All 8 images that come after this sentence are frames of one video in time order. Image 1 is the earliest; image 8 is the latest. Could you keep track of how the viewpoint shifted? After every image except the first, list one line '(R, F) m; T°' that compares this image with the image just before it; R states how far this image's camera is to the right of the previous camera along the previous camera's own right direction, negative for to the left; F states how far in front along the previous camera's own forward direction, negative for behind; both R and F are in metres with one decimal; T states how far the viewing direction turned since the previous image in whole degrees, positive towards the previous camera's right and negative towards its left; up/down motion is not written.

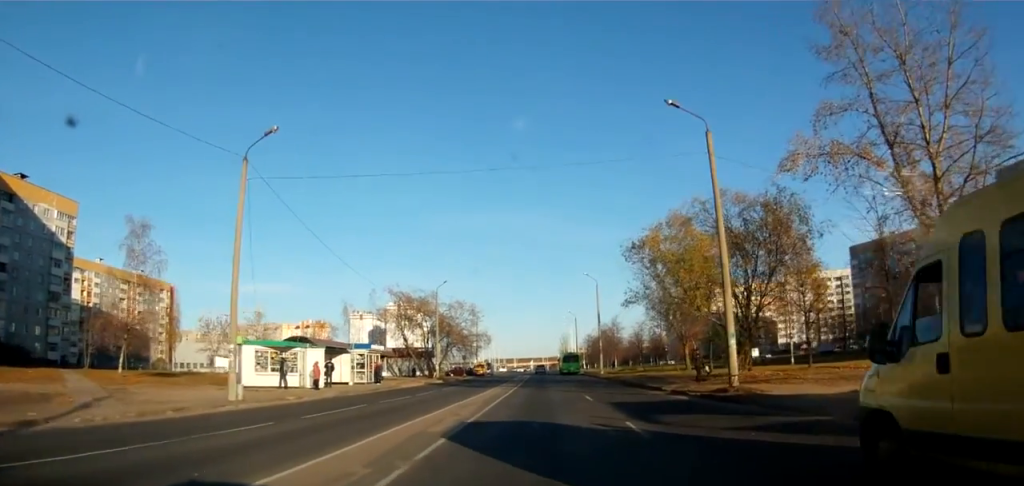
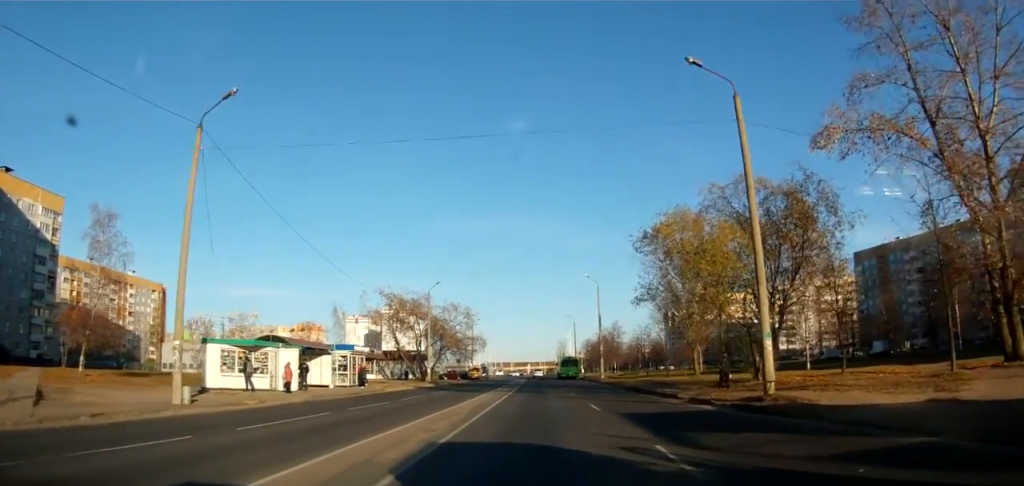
(-0.1, +3.4) m; +2°
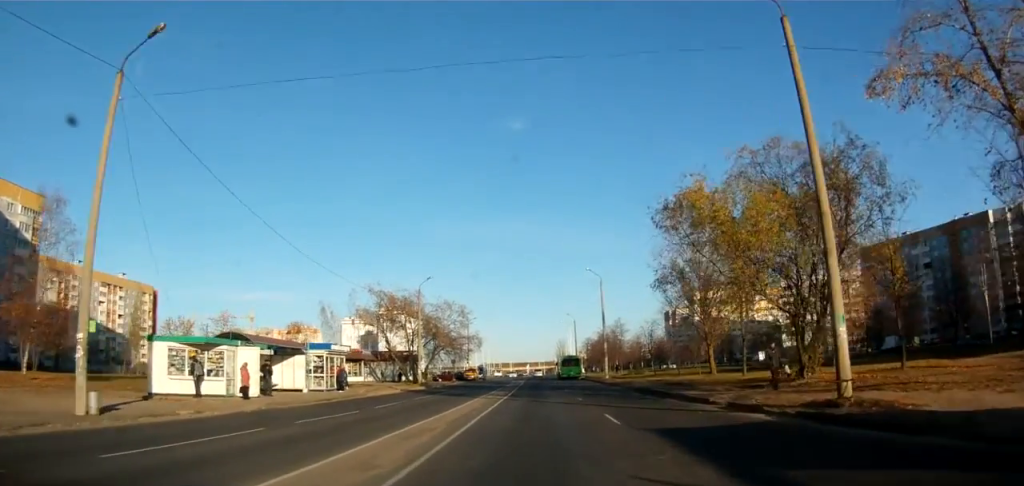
(+0.4, +4.7) m; +1°
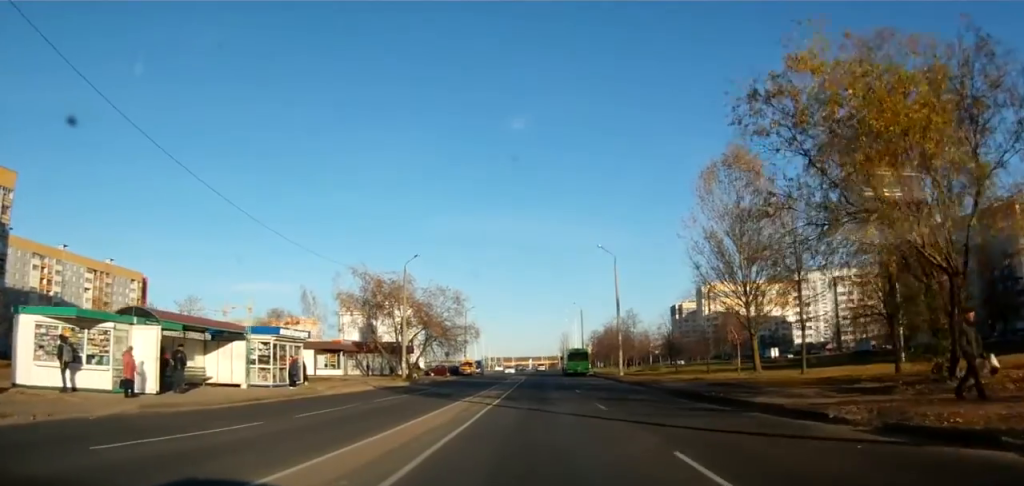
(-0.3, +8.5) m; -2°
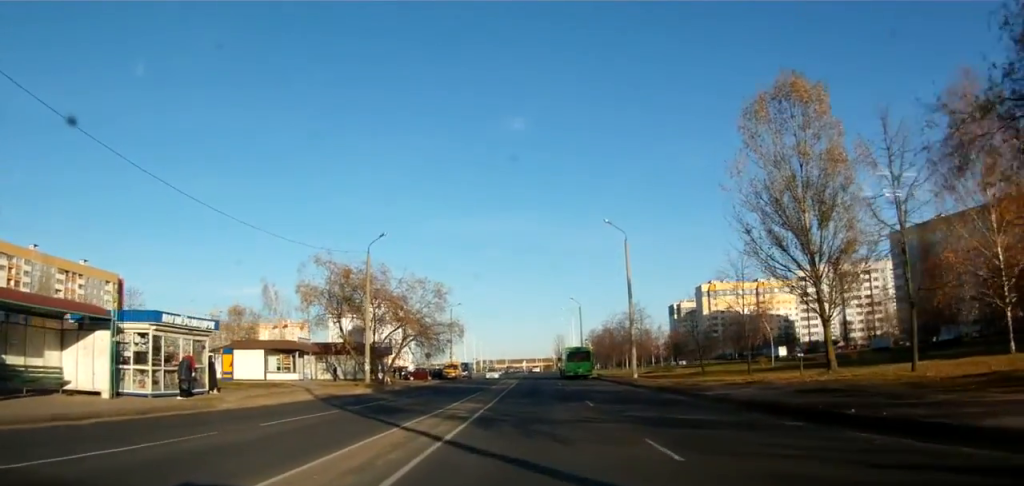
(0.0, +10.4) m; +1°
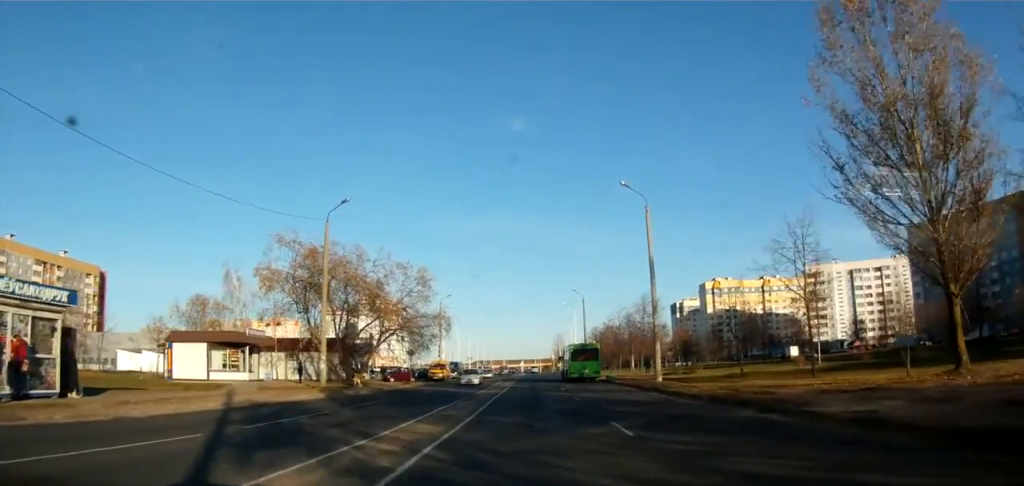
(0.0, +9.0) m; +1°
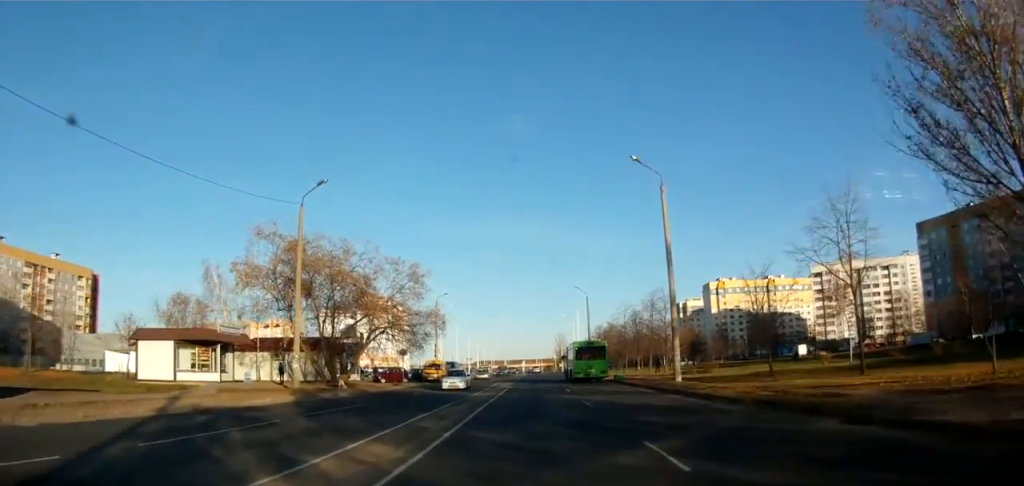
(0.0, +4.4) m; +1°
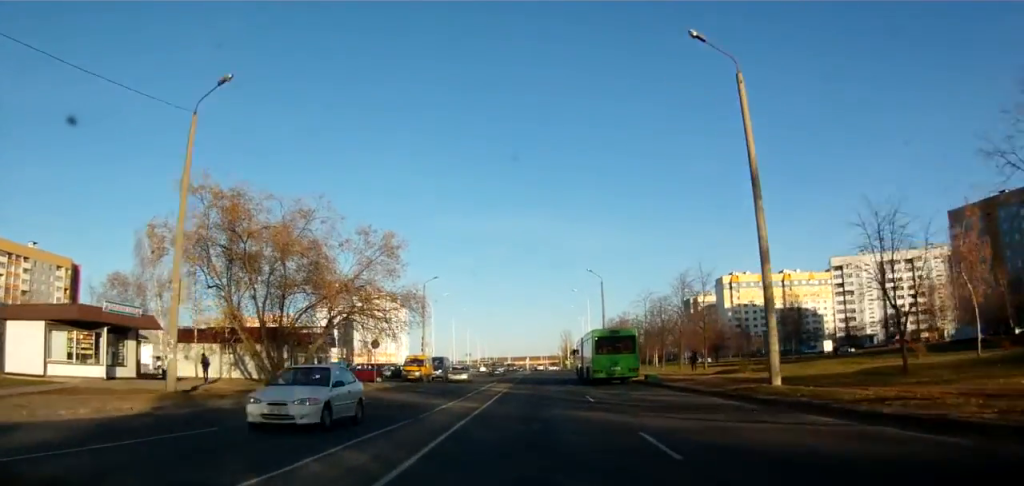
(+0.2, +11.7) m; +2°
